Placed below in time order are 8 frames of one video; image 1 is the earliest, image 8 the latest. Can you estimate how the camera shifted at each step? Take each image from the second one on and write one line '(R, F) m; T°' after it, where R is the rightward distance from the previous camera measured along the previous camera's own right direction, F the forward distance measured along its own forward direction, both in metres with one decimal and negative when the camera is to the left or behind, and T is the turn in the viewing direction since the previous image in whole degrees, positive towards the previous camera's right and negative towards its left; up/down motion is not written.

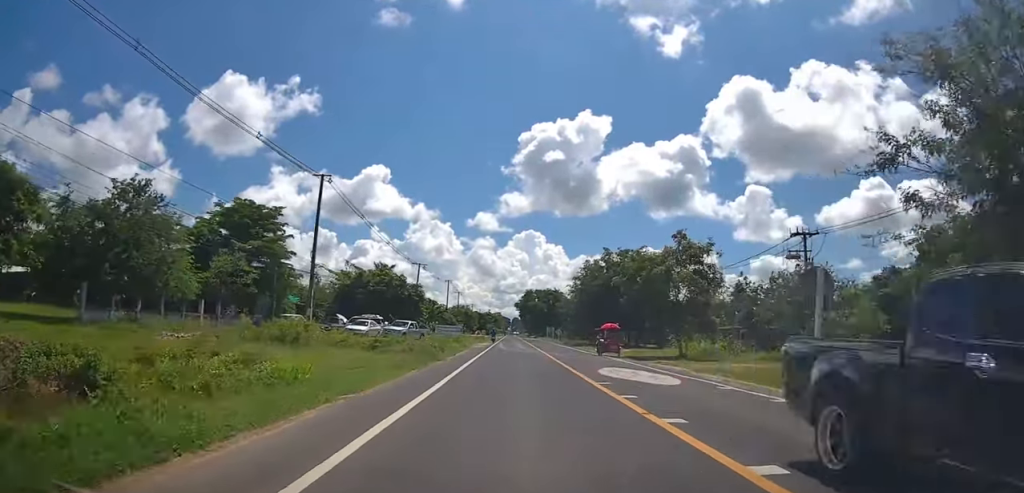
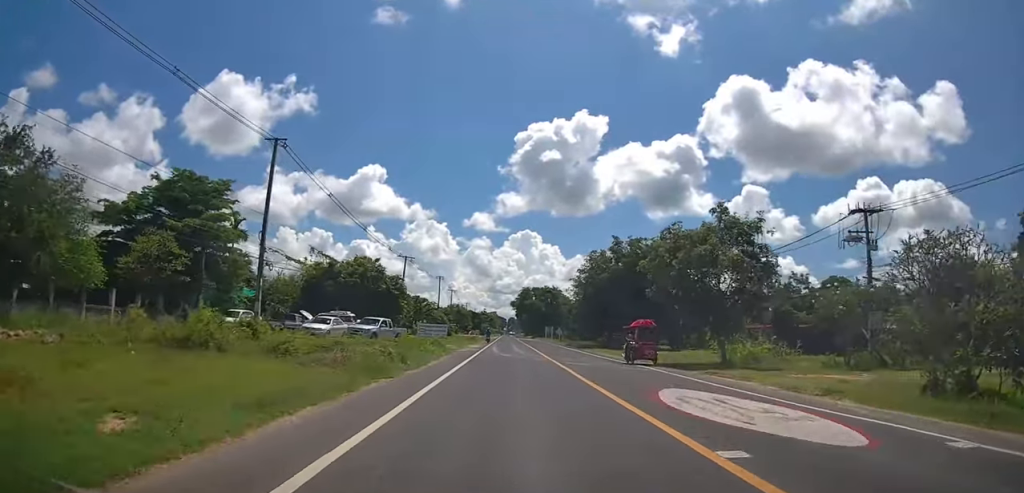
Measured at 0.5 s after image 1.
(+0.2, +8.4) m; -1°
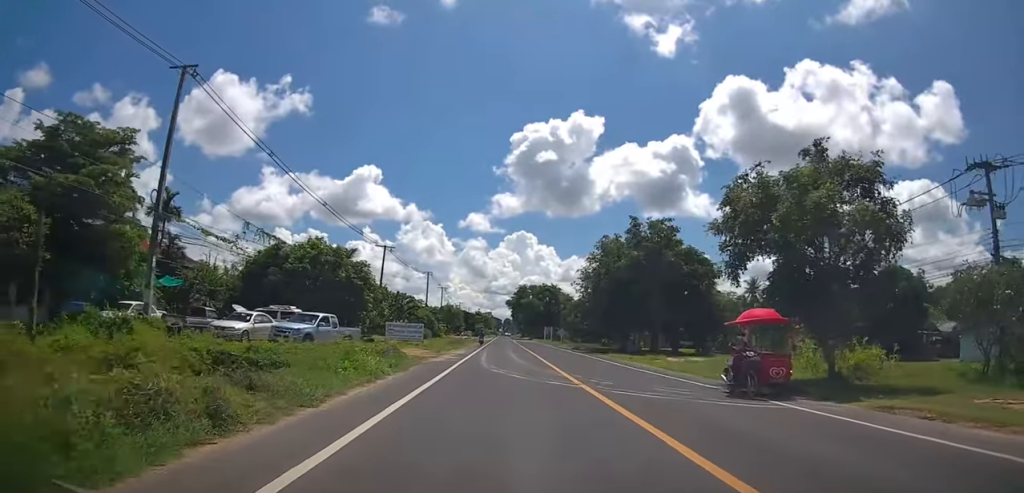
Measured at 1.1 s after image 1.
(-0.4, +10.6) m; 0°
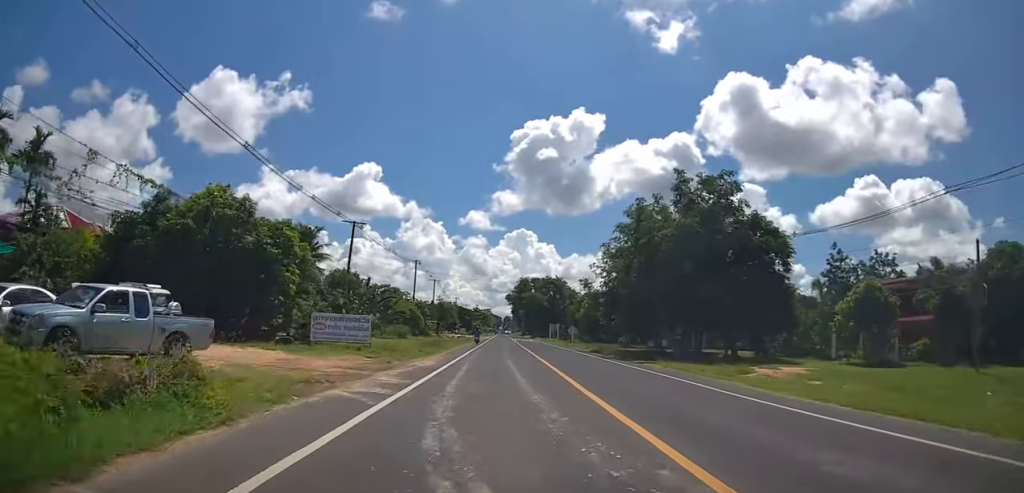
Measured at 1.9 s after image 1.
(-0.2, +13.8) m; +1°
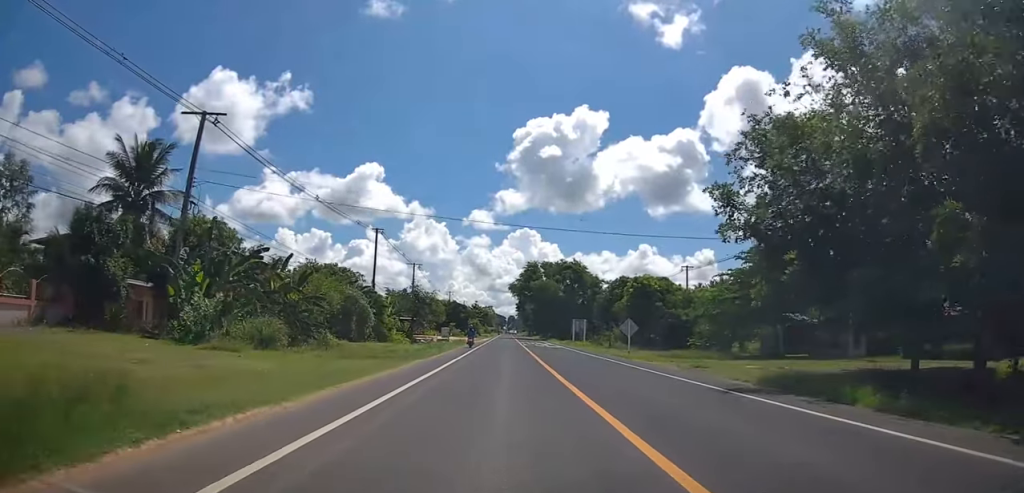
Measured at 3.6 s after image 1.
(+1.0, +29.4) m; -1°
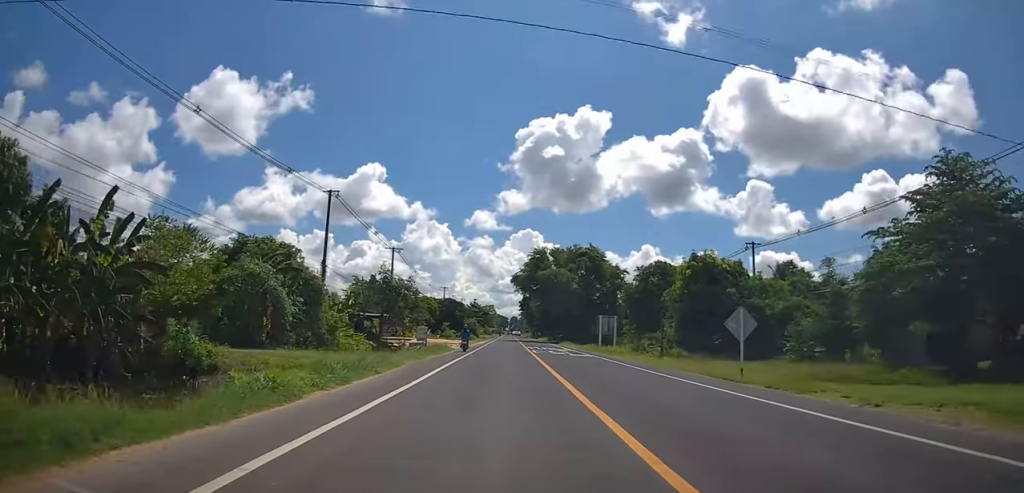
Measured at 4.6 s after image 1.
(-0.8, +17.8) m; 0°
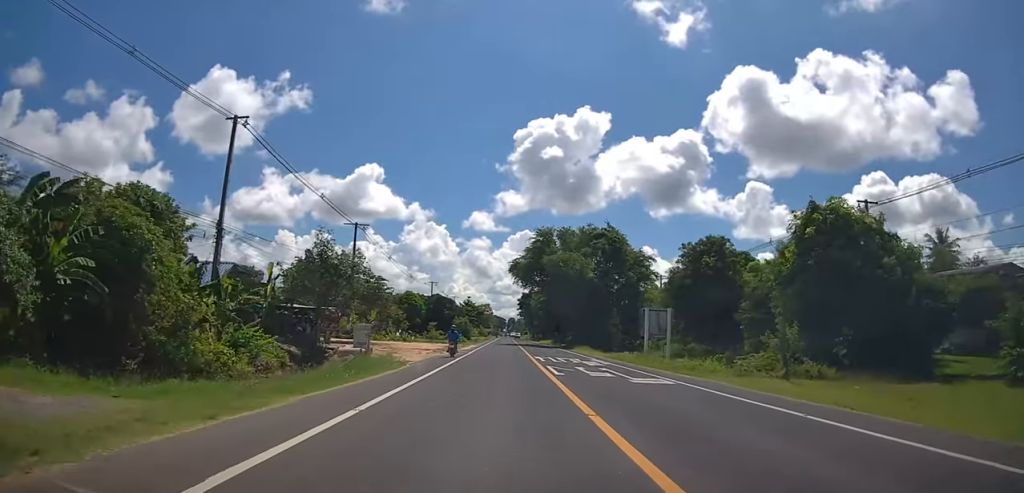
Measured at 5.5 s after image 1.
(+0.7, +16.9) m; +2°
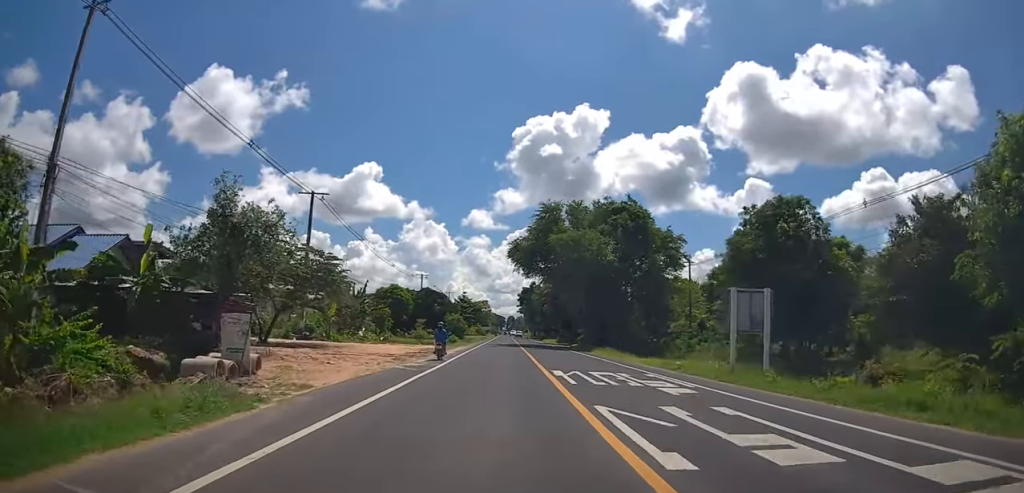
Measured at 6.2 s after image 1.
(+0.1, +12.4) m; 0°
